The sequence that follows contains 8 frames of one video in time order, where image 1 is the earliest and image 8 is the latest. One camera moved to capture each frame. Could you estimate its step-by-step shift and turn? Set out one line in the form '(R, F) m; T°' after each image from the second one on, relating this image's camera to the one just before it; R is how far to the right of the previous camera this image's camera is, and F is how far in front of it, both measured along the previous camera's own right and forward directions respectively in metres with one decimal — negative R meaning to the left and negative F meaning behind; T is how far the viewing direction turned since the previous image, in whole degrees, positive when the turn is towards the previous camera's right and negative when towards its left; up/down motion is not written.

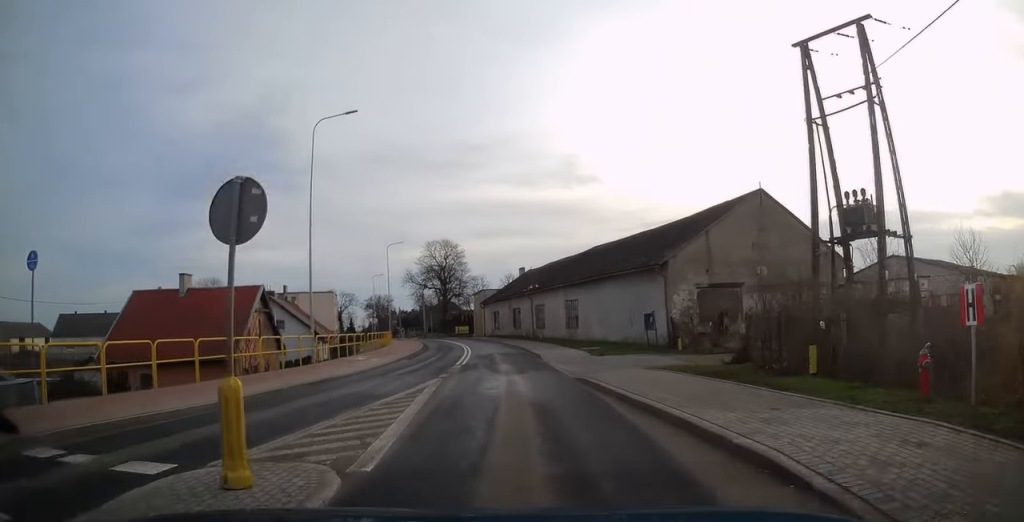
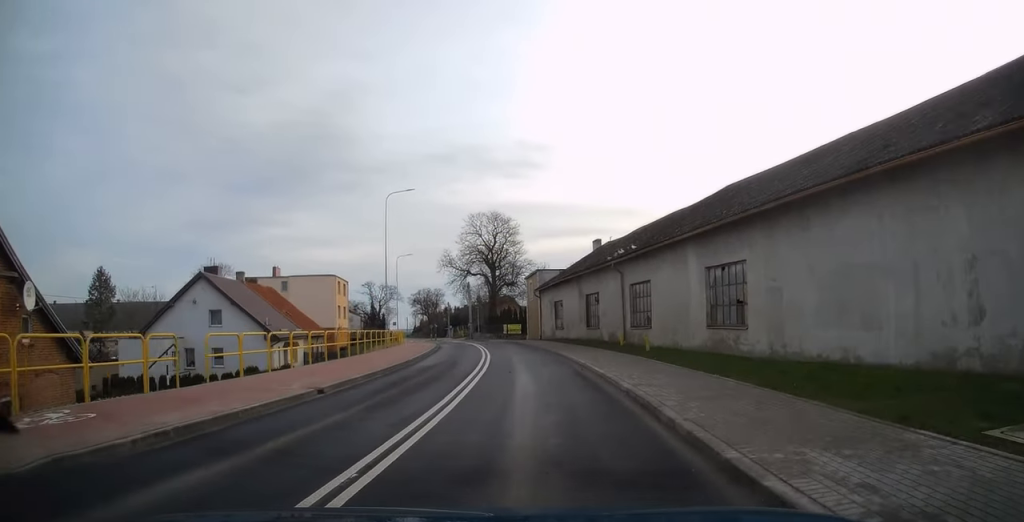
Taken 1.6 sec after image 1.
(-0.2, +25.9) m; -3°
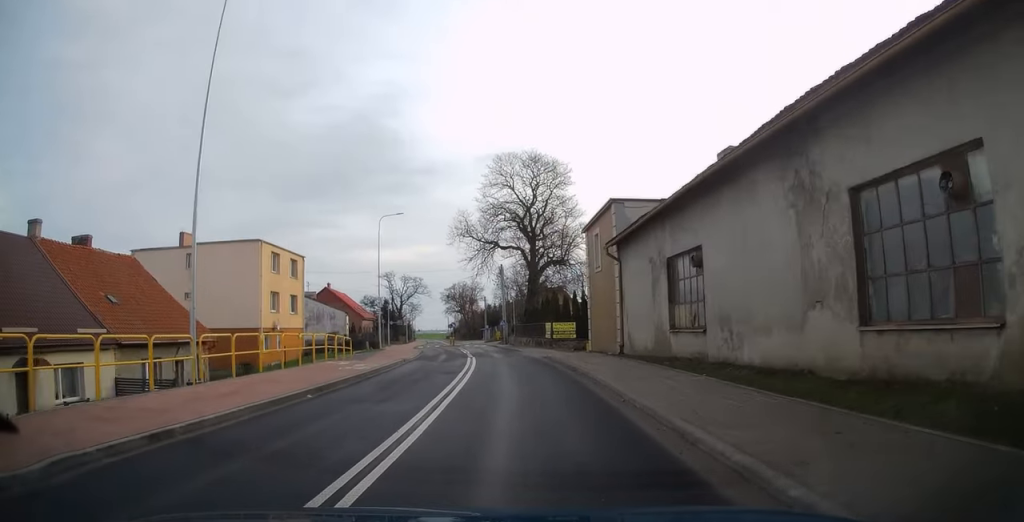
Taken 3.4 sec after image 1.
(-2.2, +29.2) m; -8°
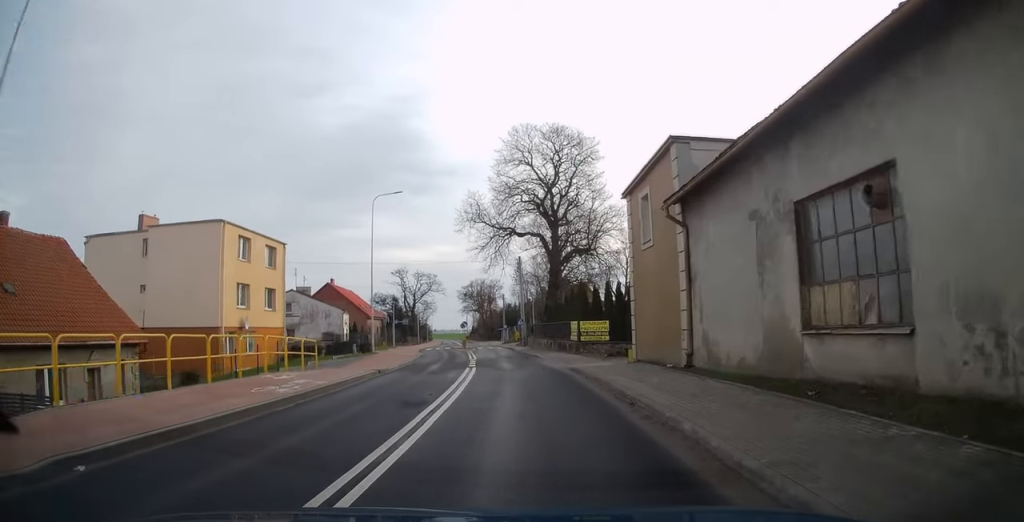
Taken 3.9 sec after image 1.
(-0.2, +8.1) m; -2°
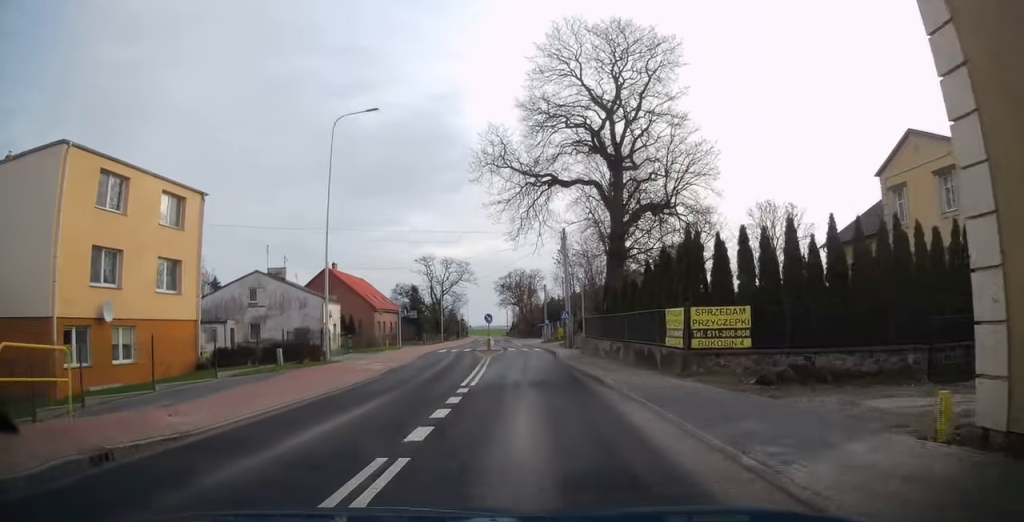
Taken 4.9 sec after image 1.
(-0.5, +16.4) m; -3°
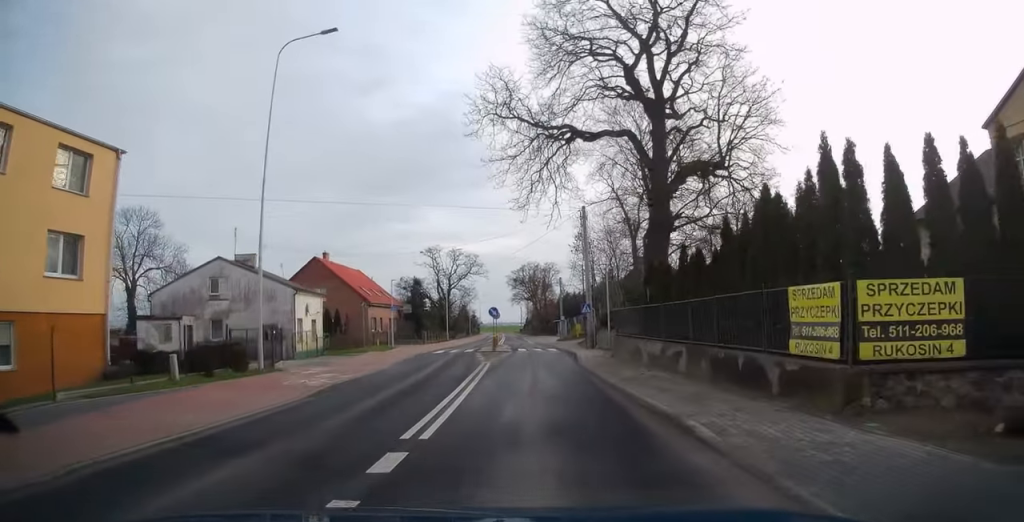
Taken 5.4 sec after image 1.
(0.0, +7.8) m; -2°
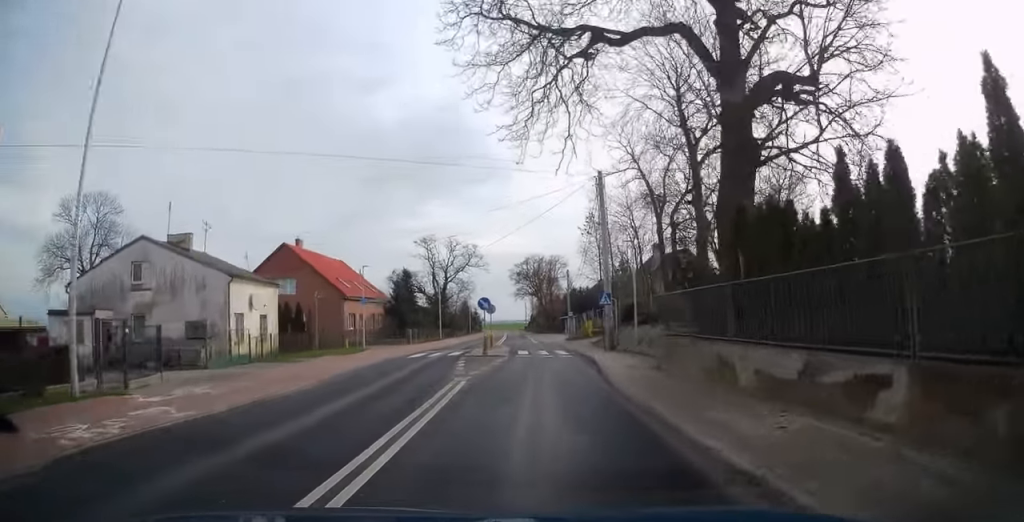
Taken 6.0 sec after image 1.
(-0.2, +8.9) m; -1°
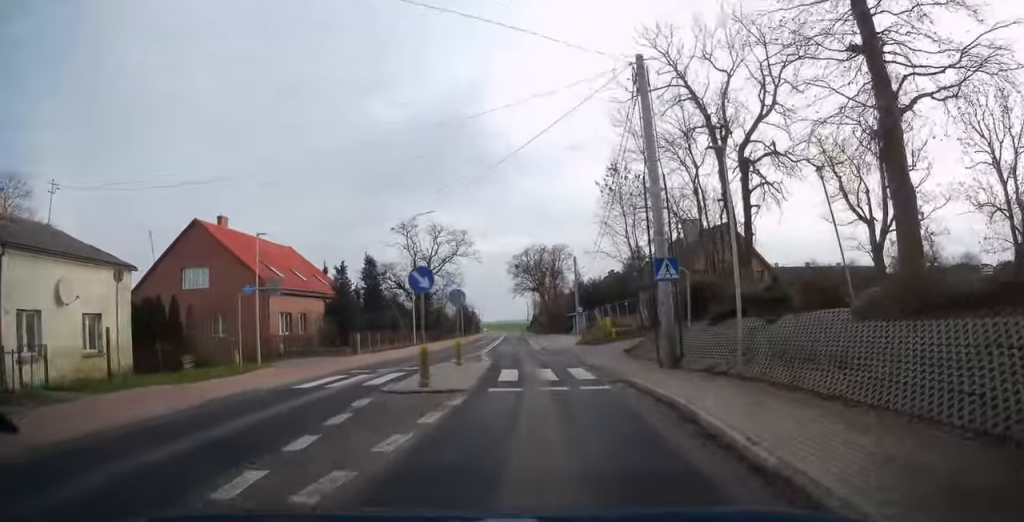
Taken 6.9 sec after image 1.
(-0.2, +14.8) m; -2°
